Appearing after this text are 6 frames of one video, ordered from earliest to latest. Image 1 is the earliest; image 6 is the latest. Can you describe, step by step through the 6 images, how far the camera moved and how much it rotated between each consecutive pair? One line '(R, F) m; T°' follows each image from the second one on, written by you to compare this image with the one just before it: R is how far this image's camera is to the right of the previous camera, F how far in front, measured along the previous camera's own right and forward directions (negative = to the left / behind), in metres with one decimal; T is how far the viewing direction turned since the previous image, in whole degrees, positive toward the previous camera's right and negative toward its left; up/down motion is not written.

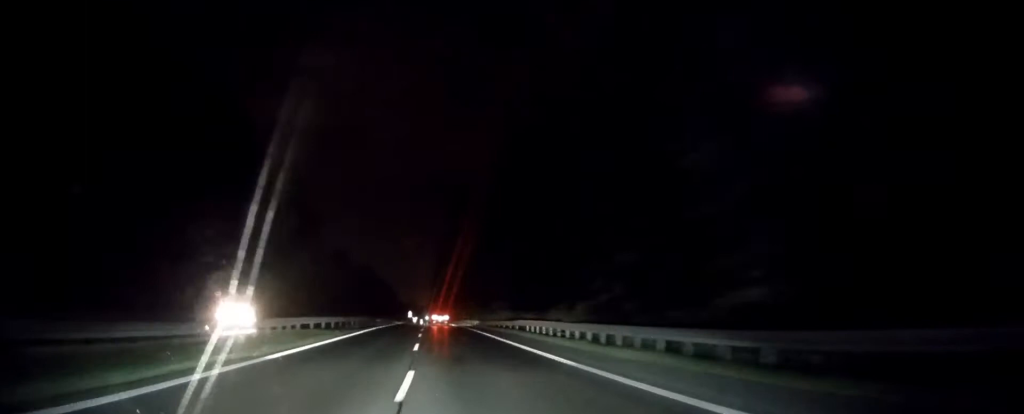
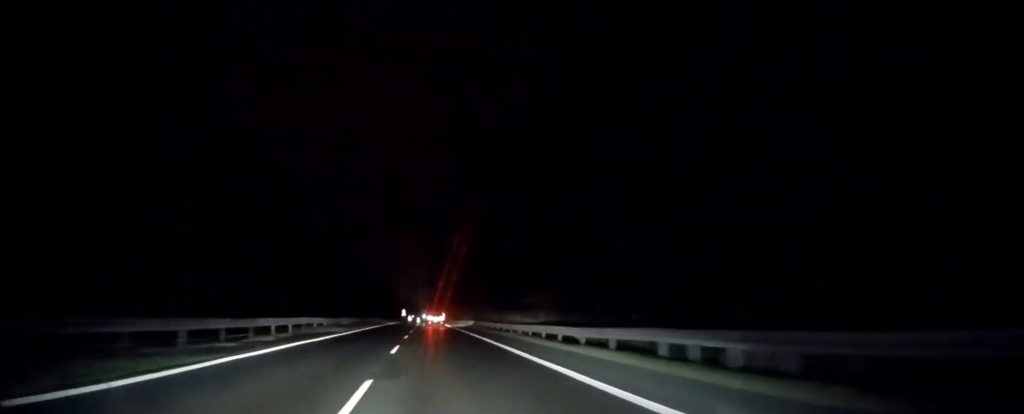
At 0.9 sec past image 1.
(0.0, +25.3) m; 0°
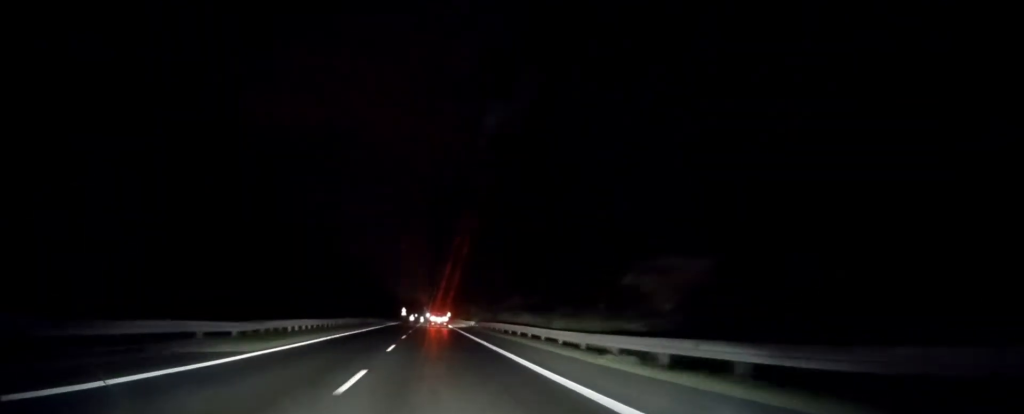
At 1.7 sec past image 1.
(0.0, +20.7) m; -1°
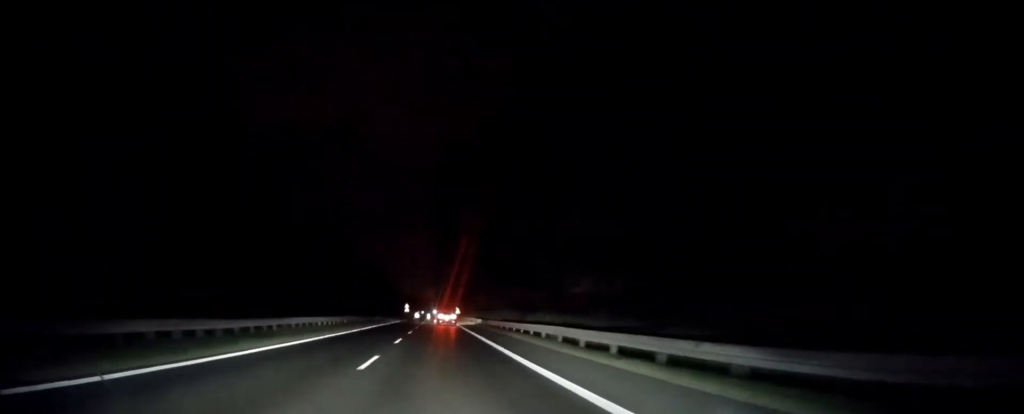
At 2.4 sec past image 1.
(-0.2, +19.8) m; -1°
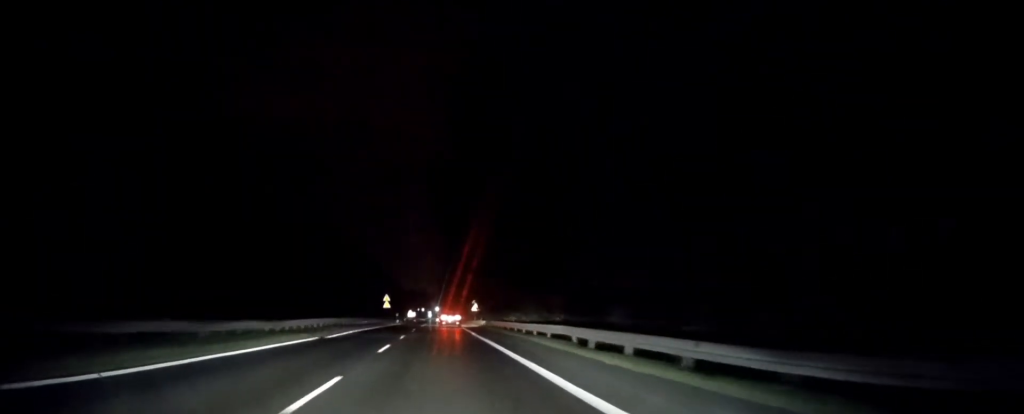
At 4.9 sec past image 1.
(-1.1, +65.2) m; 0°
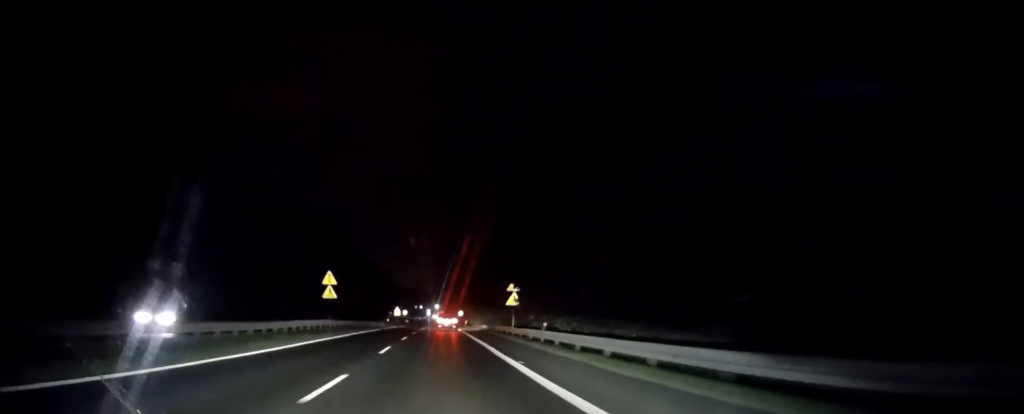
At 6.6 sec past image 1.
(+0.2, +45.9) m; 0°
